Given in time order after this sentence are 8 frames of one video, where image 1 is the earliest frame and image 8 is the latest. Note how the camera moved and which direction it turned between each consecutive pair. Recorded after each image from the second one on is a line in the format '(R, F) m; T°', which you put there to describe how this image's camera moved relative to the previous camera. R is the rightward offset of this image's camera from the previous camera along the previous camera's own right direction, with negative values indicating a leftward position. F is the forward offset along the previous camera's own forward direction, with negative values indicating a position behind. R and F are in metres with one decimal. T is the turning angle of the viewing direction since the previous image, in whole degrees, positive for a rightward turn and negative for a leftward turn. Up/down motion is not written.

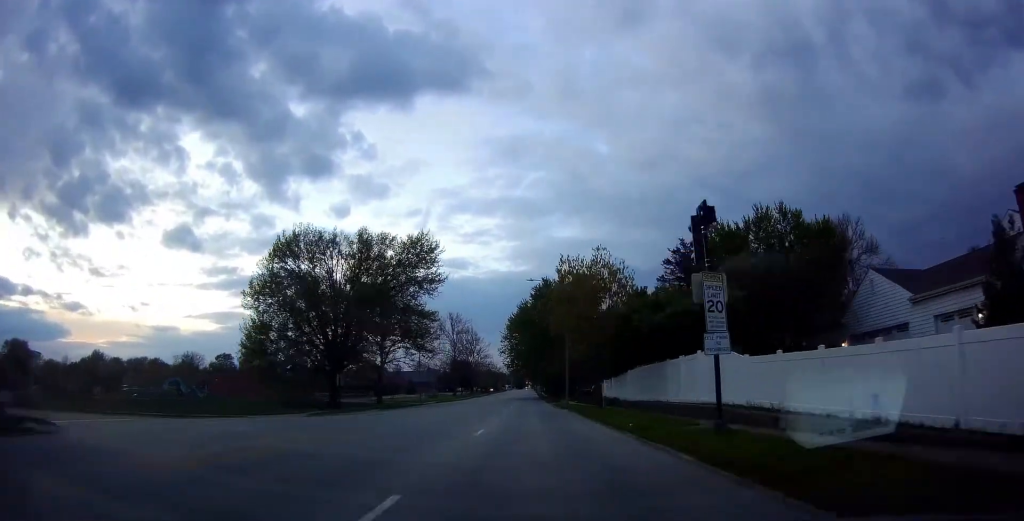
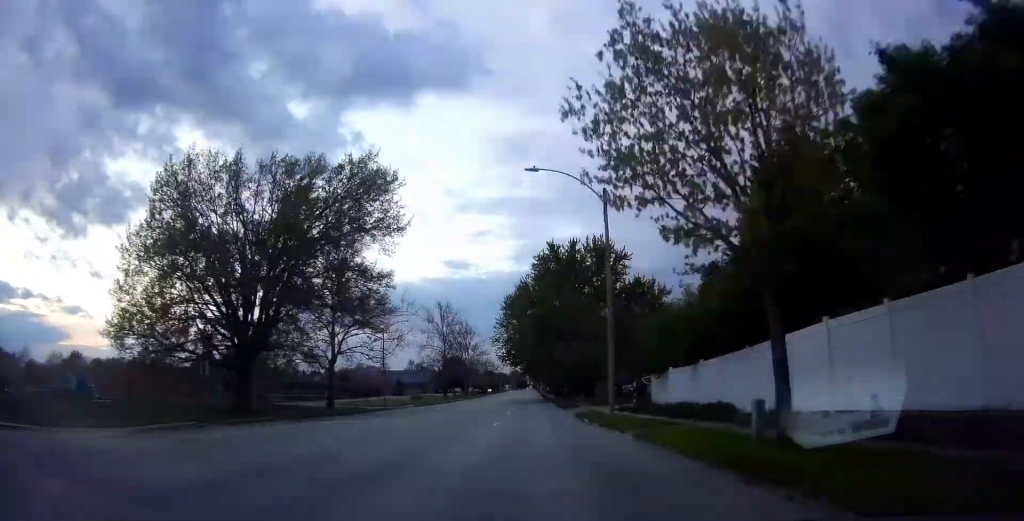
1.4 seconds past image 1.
(0.0, +22.7) m; 0°
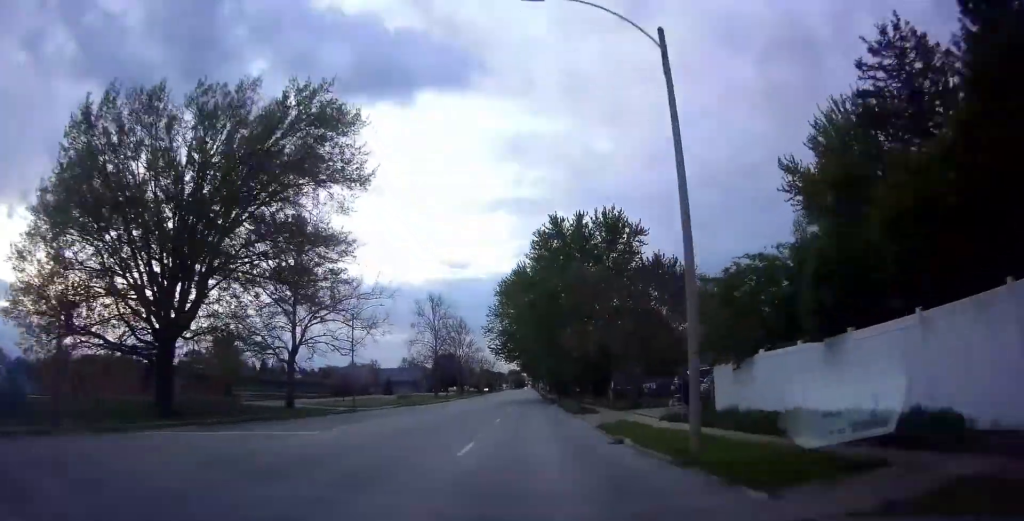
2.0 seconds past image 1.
(0.0, +10.3) m; -1°
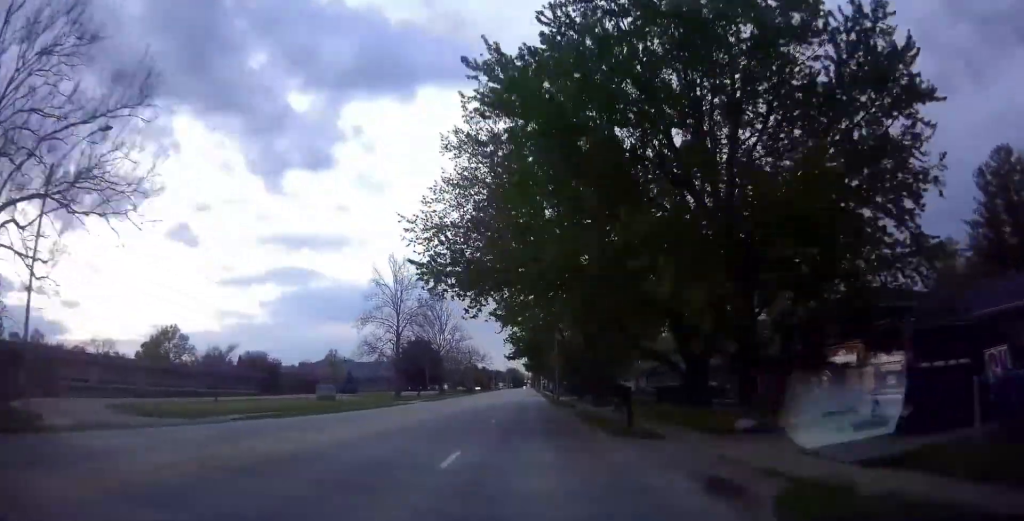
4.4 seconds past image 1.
(+0.8, +38.3) m; +4°
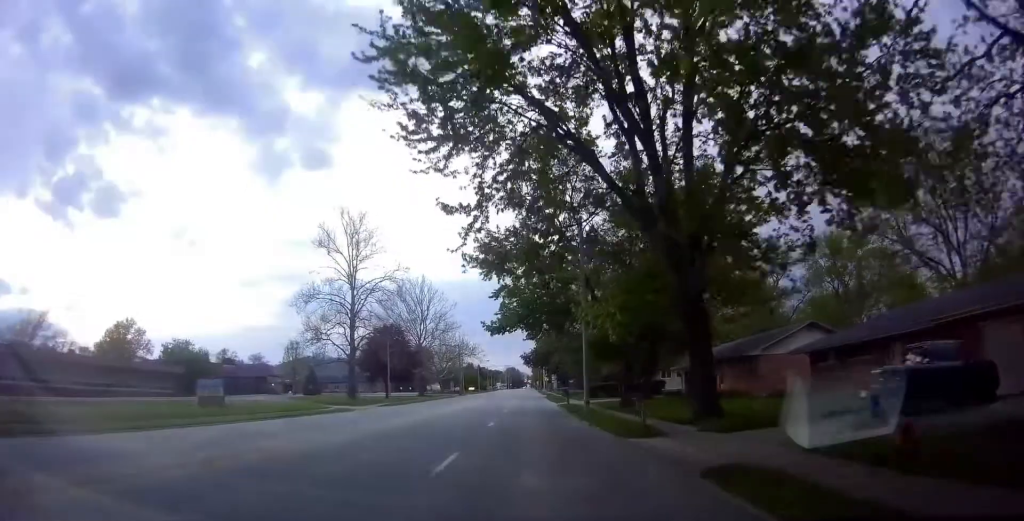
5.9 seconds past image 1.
(-0.9, +24.7) m; -3°
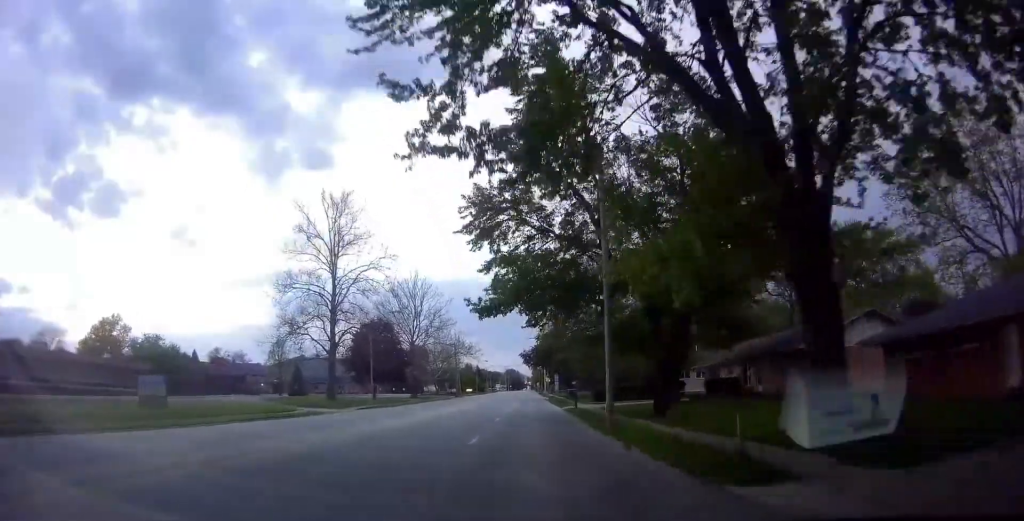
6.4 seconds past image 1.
(0.0, +6.9) m; 0°
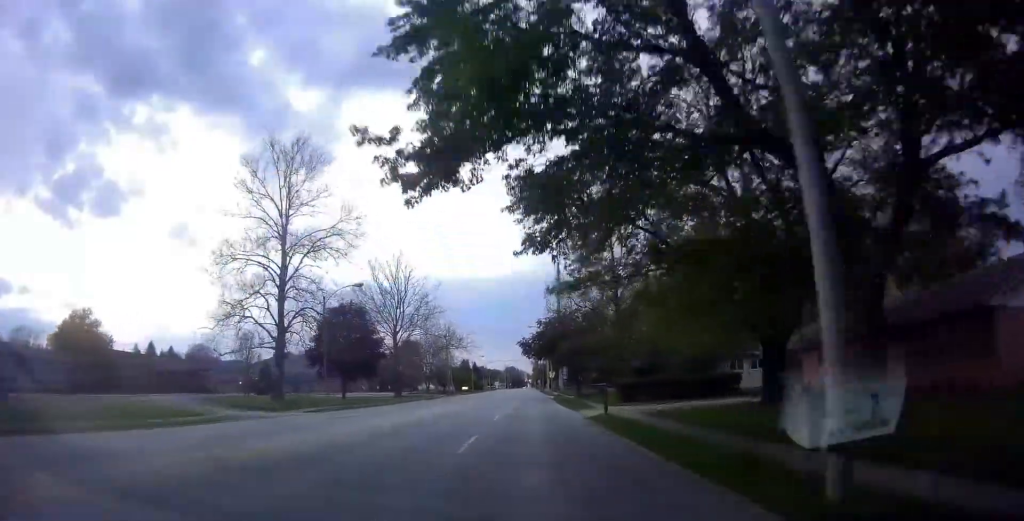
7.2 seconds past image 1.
(0.0, +13.8) m; 0°
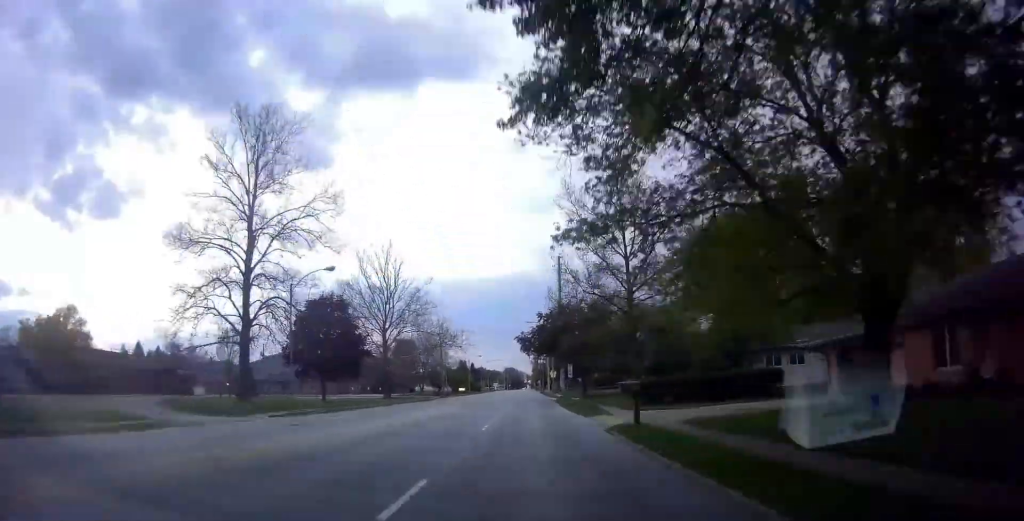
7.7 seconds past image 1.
(0.0, +6.9) m; 0°
